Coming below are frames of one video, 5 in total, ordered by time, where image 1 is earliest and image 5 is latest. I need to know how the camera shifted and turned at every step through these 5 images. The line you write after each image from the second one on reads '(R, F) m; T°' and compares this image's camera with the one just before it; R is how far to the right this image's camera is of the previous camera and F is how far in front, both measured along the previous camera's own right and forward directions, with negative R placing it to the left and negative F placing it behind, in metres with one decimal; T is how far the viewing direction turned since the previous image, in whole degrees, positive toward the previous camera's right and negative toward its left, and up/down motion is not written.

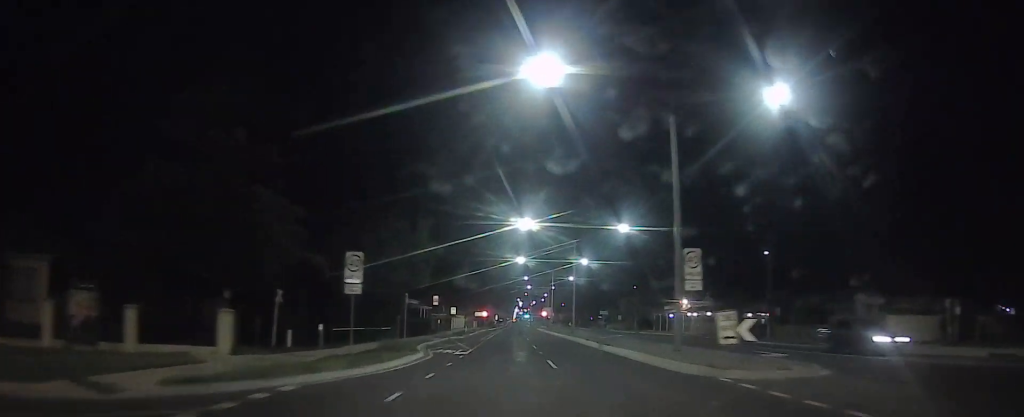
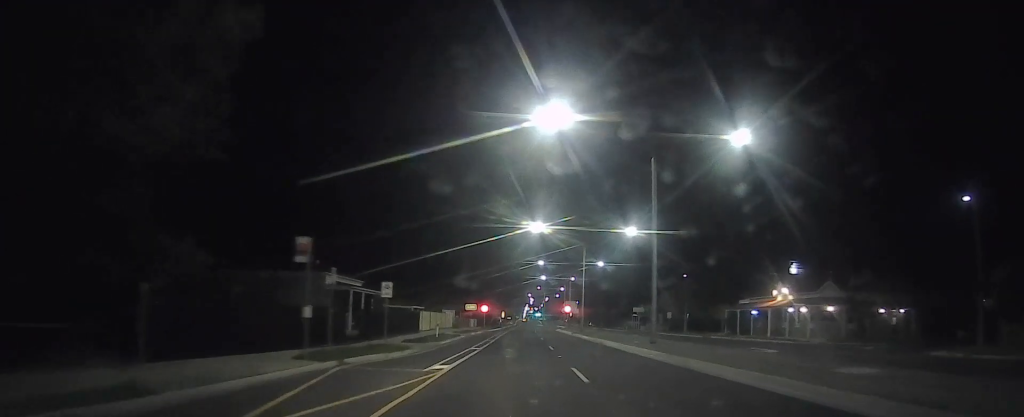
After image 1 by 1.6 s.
(0.0, +27.8) m; 0°
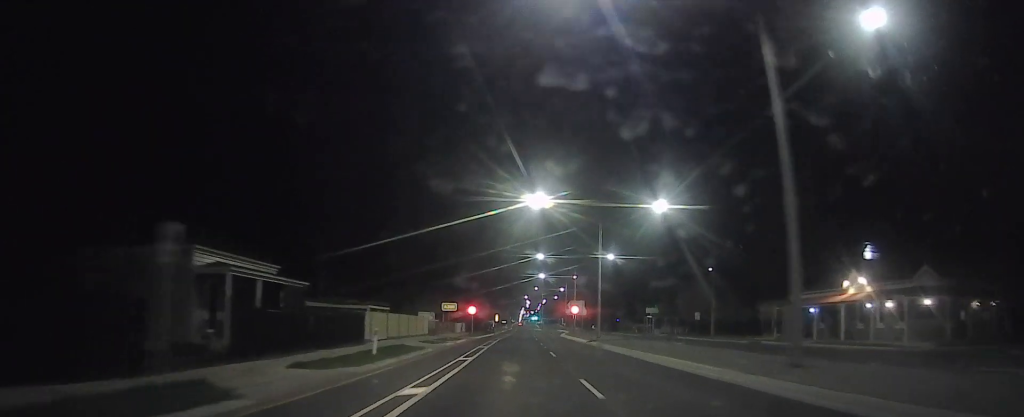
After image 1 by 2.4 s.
(0.0, +13.7) m; 0°
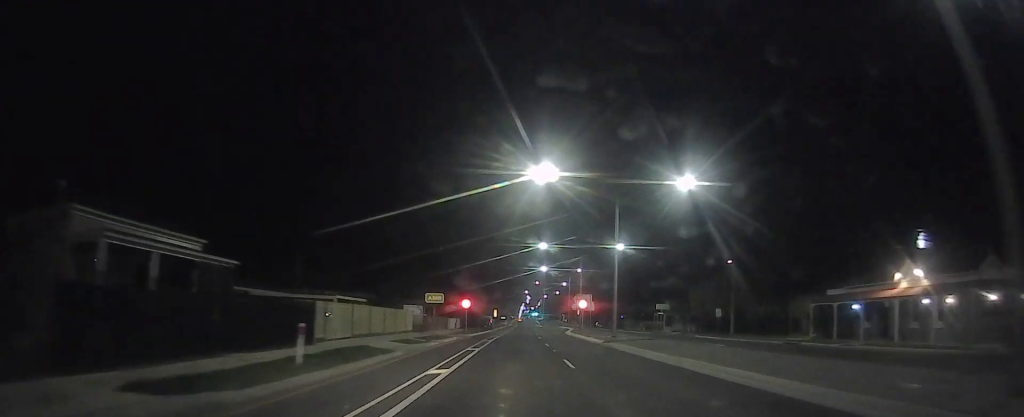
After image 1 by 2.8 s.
(0.0, +6.9) m; 0°
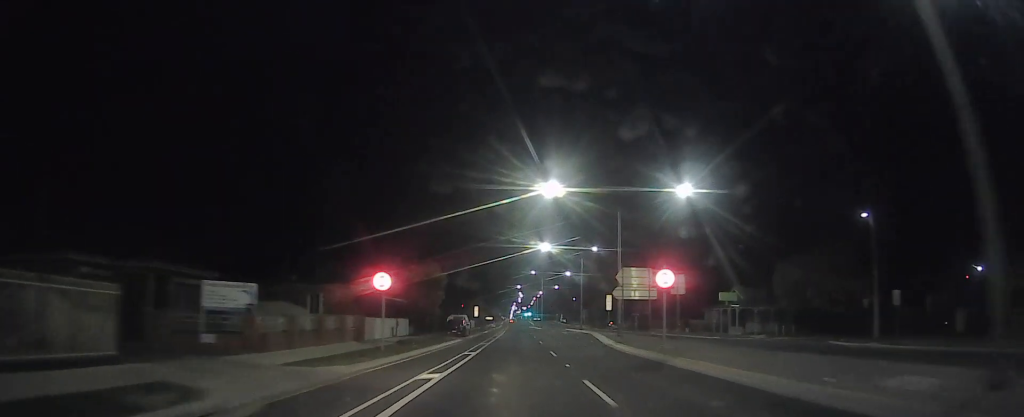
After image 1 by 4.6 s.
(0.0, +30.5) m; 0°
